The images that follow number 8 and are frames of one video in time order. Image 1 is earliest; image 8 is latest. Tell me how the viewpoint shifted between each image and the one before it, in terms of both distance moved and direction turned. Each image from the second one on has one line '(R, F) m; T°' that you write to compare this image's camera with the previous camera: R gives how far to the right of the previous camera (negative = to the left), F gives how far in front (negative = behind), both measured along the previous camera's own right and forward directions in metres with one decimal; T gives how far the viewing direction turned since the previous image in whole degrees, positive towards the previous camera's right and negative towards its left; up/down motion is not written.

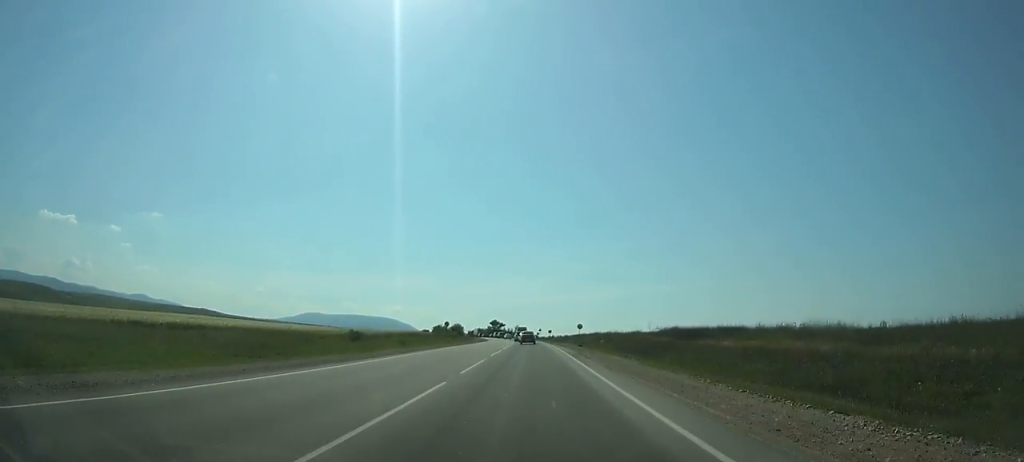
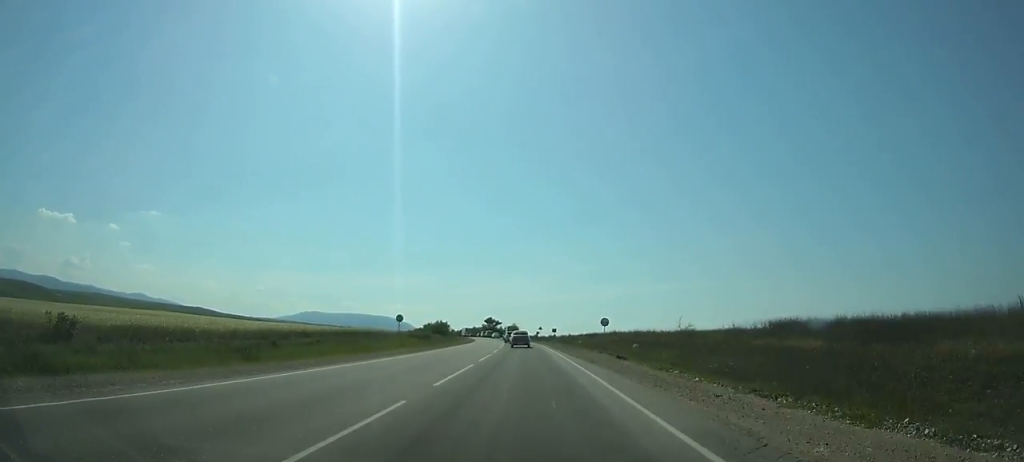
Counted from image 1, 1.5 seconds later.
(-0.1, +23.6) m; 0°
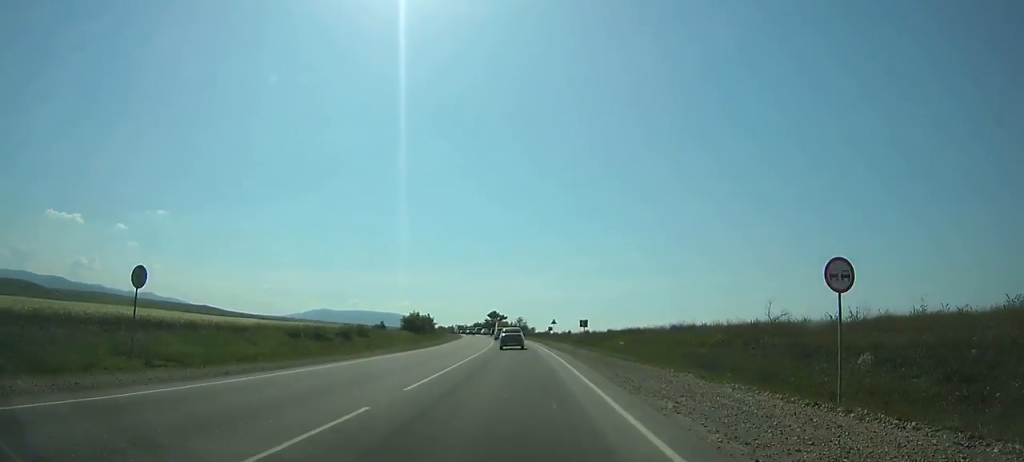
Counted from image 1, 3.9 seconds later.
(-0.2, +35.3) m; -1°
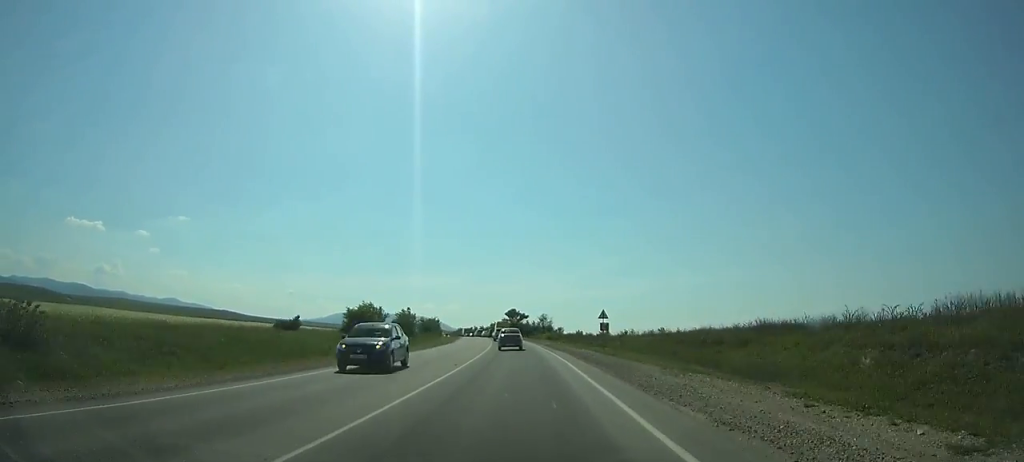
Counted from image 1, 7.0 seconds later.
(-0.6, +39.6) m; -2°
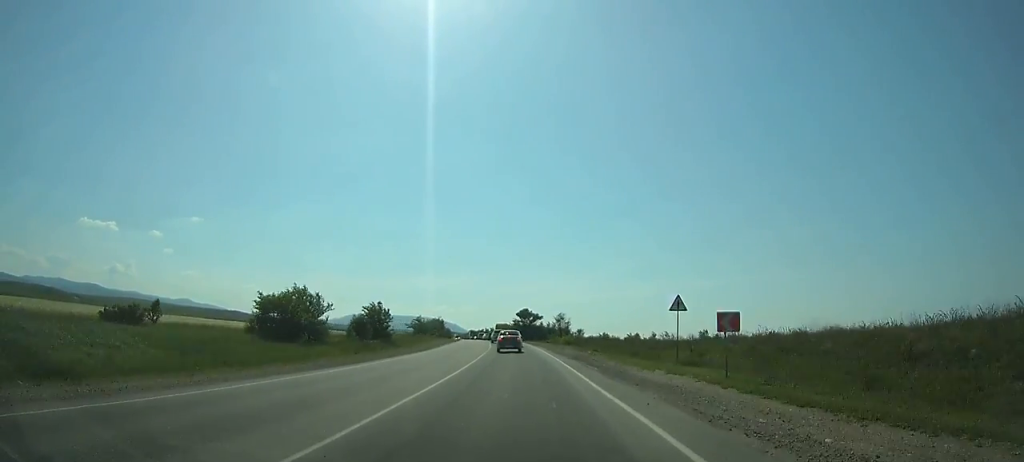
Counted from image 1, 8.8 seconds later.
(-0.1, +21.6) m; -1°
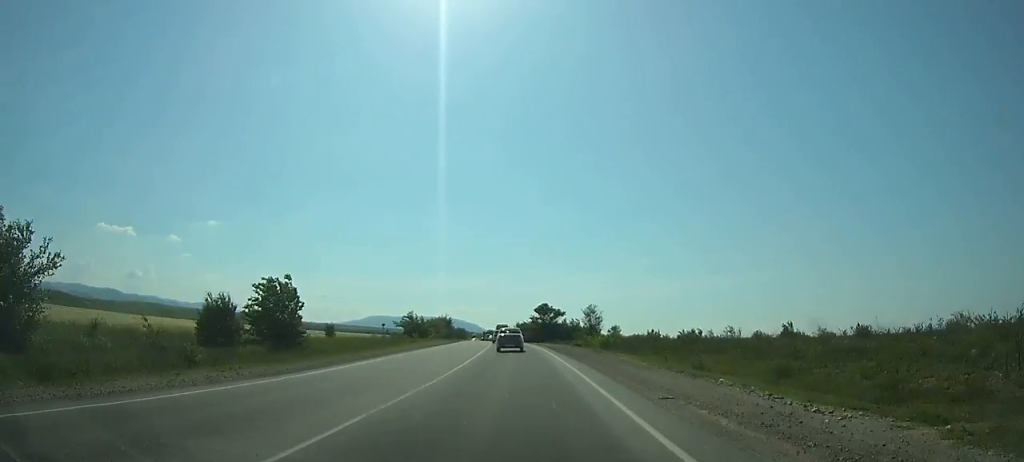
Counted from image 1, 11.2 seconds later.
(-0.5, +26.0) m; -2°
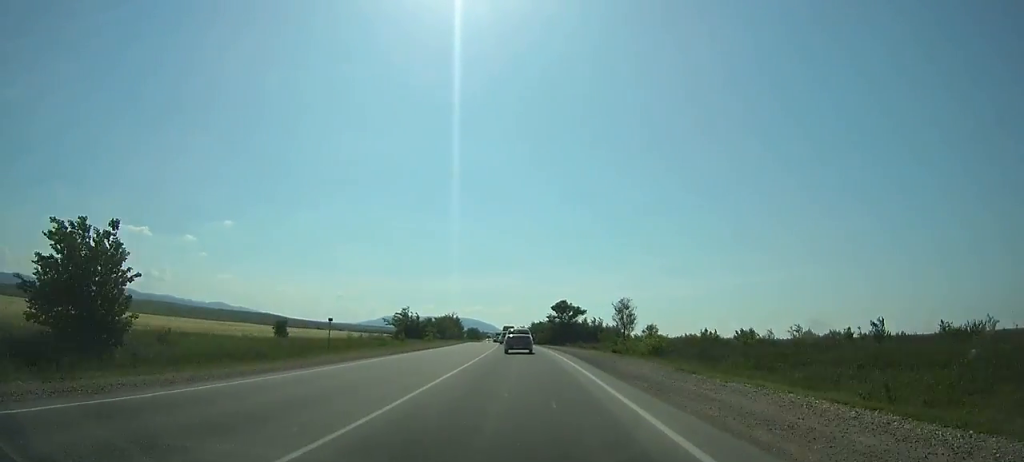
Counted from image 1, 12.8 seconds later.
(-0.2, +16.4) m; -1°
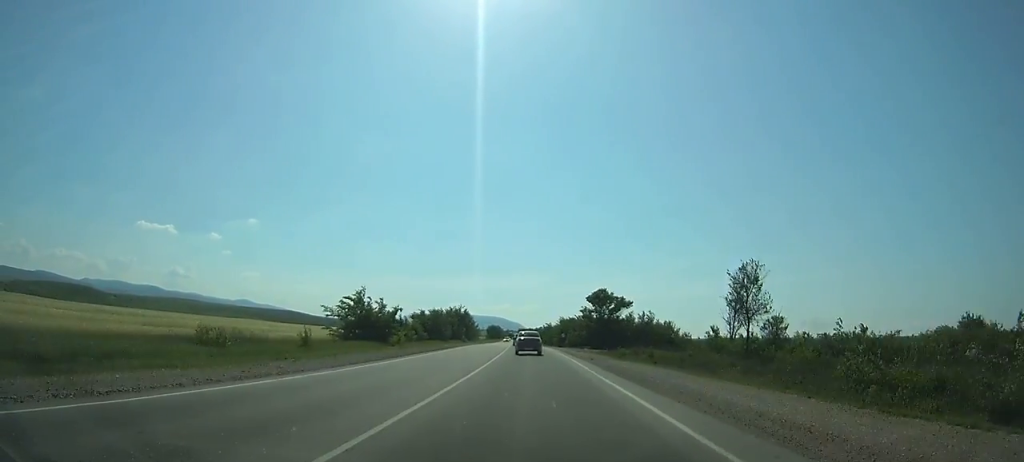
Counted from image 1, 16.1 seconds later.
(-0.7, +32.4) m; -2°
